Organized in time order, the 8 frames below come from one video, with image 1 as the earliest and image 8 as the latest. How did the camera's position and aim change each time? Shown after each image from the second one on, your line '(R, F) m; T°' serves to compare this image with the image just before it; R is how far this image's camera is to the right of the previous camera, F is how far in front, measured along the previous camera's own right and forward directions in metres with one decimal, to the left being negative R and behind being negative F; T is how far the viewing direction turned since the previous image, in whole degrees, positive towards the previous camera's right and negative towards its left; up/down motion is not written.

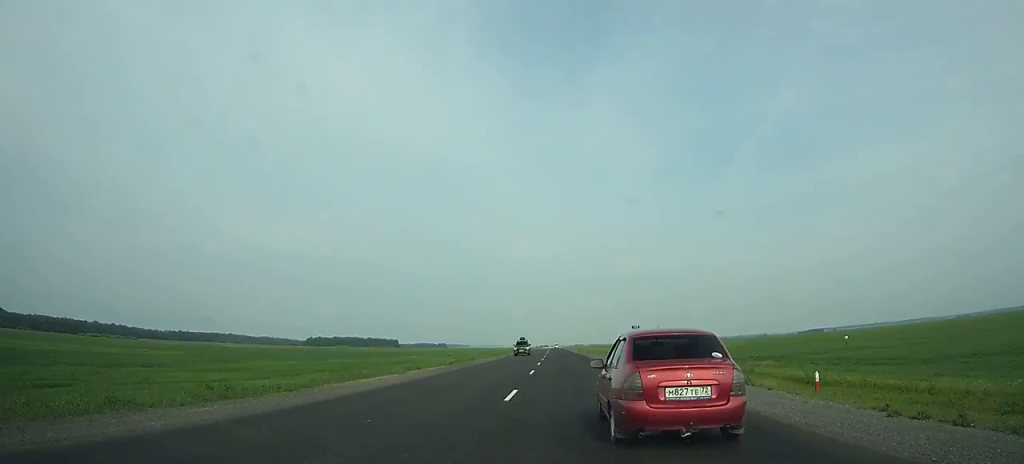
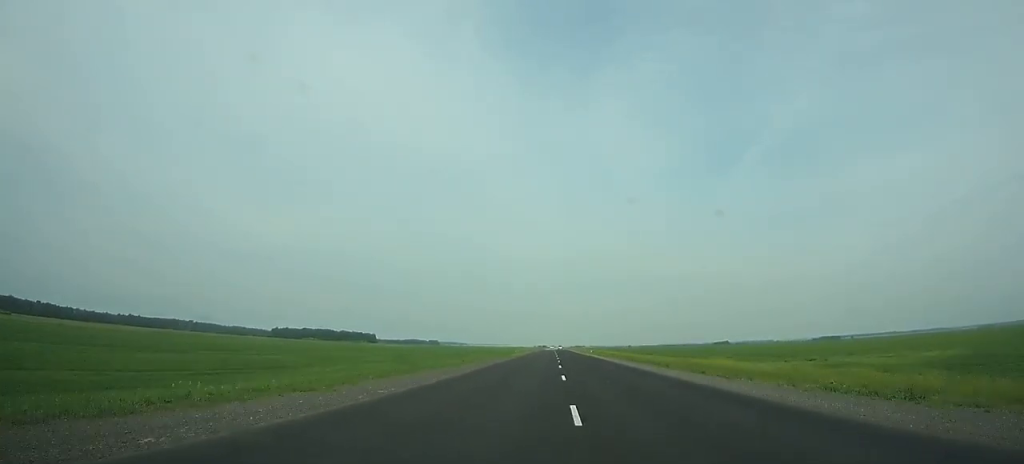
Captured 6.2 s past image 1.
(+1.2, +198.6) m; +1°
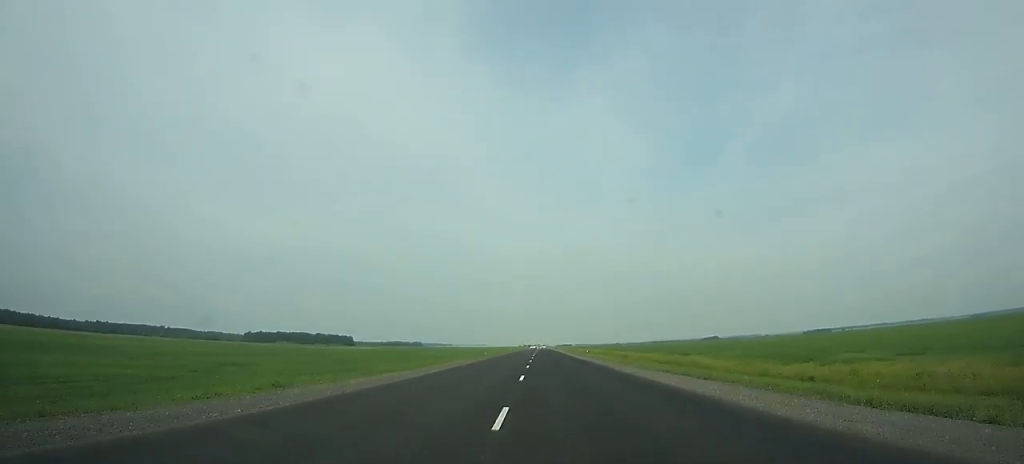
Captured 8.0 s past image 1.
(+0.5, +62.9) m; 0°
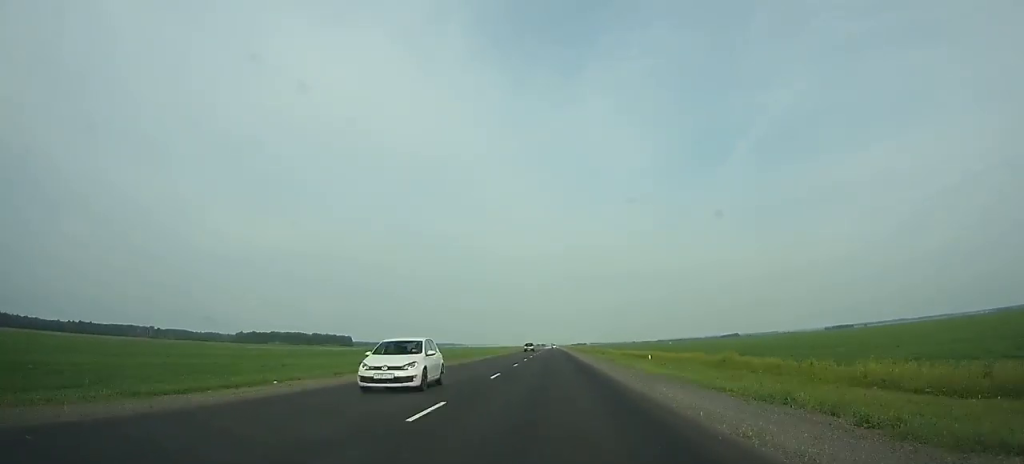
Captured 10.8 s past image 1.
(-0.2, +99.0) m; 0°
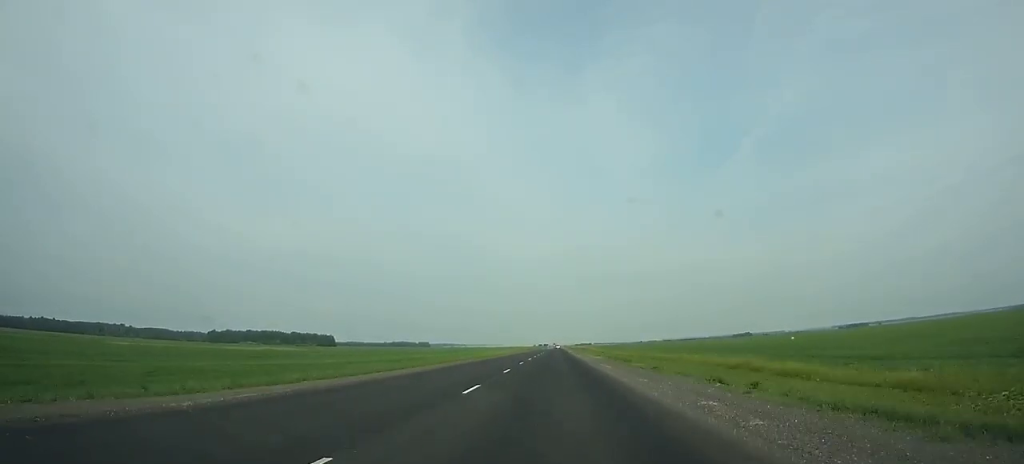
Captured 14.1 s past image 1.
(-0.7, +116.2) m; 0°
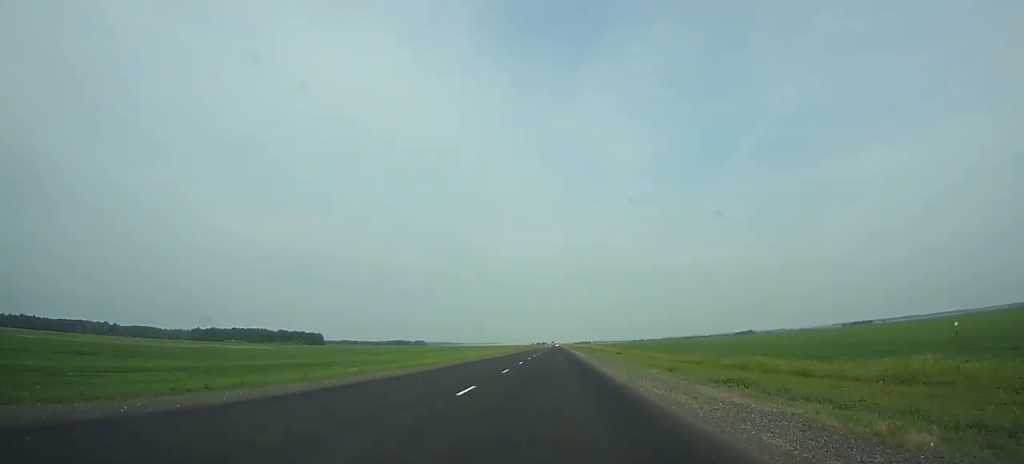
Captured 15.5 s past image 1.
(0.0, +48.9) m; 0°
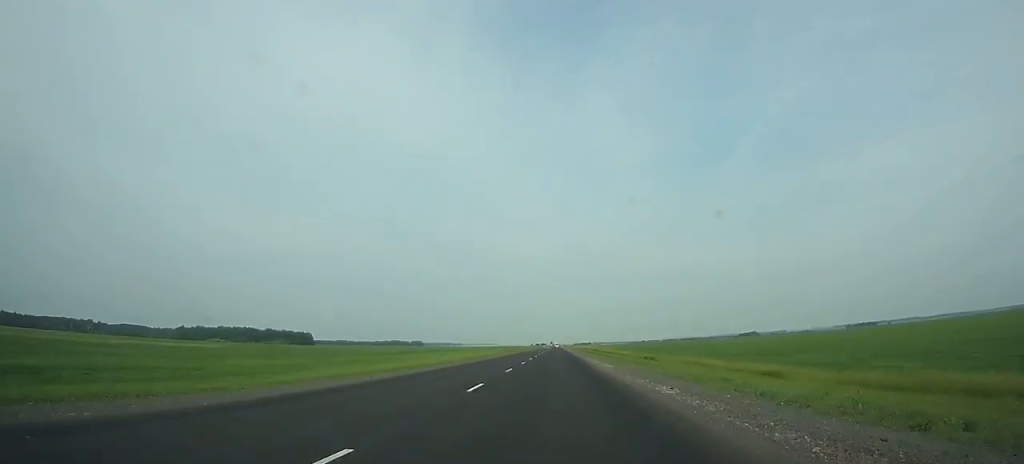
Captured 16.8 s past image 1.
(0.0, +44.3) m; 0°
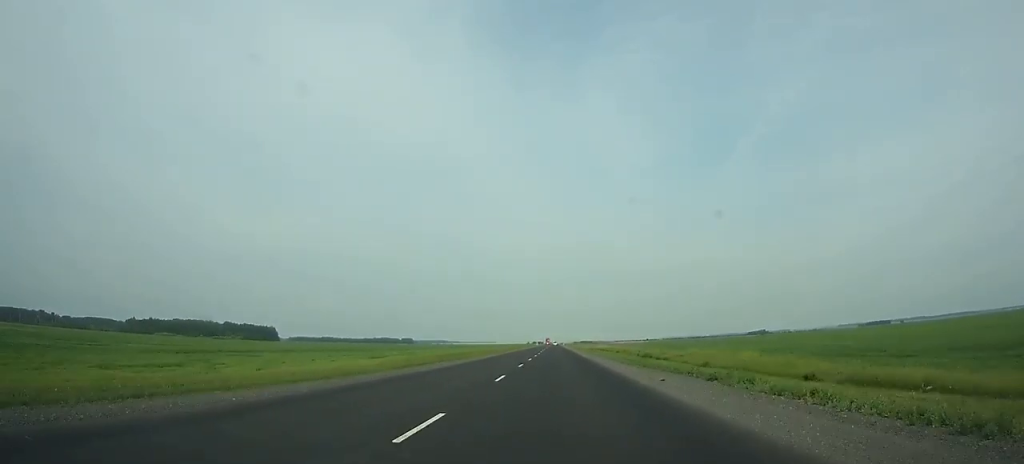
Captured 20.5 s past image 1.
(+0.2, +126.0) m; 0°
